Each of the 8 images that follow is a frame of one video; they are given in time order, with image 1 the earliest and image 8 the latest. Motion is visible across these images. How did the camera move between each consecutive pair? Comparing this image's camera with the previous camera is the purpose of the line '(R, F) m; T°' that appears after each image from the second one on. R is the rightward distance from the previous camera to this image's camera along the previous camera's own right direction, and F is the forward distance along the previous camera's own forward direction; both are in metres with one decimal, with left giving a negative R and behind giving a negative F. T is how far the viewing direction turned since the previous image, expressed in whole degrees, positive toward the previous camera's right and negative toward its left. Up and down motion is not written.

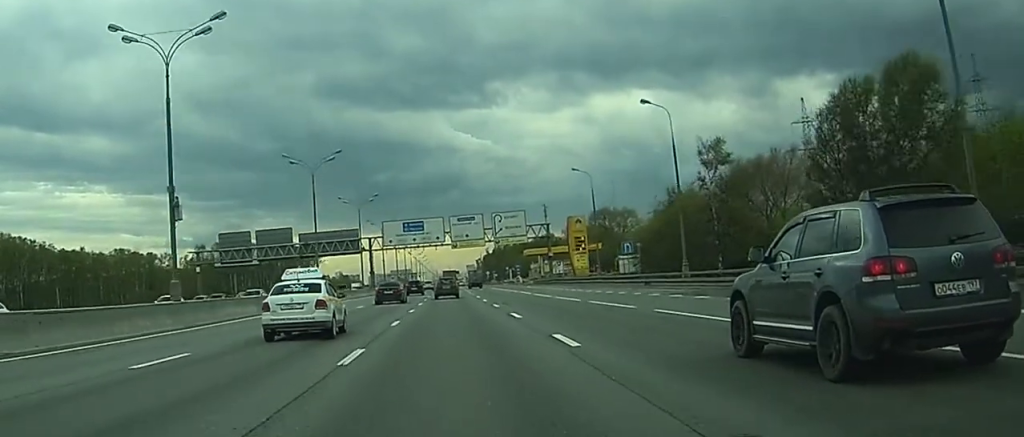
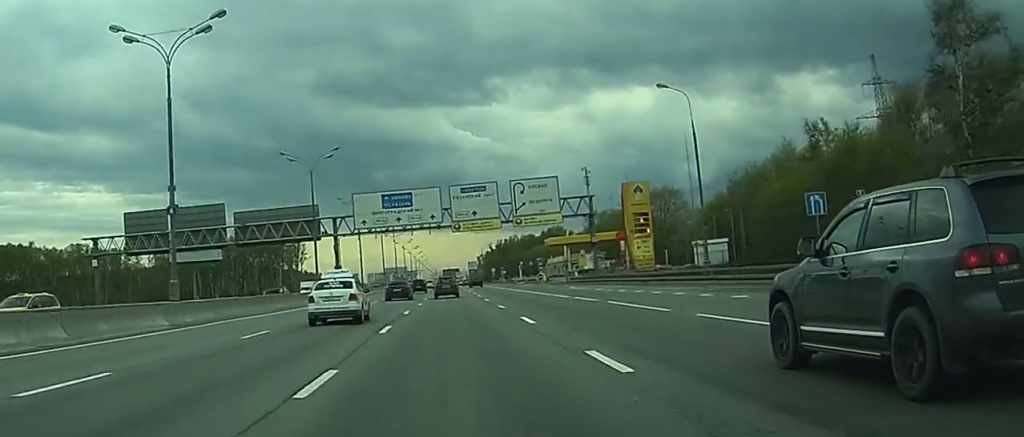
(+0.2, +40.0) m; +1°
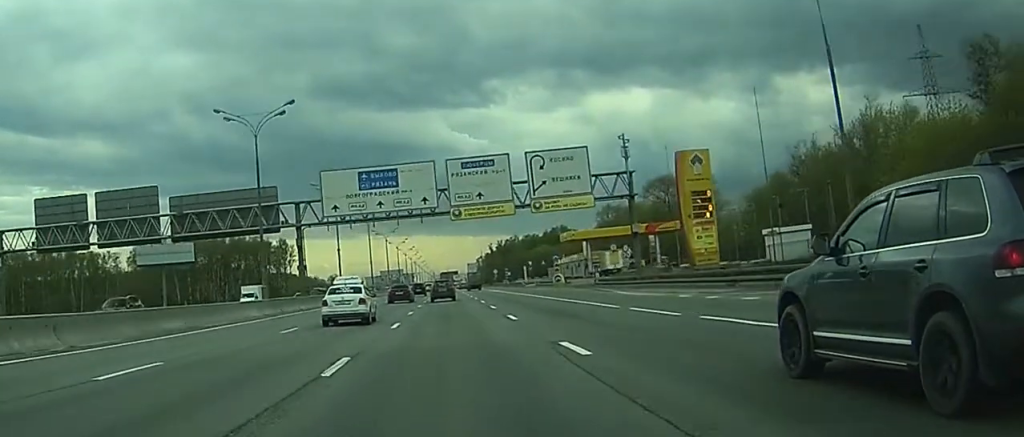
(0.0, +21.3) m; 0°
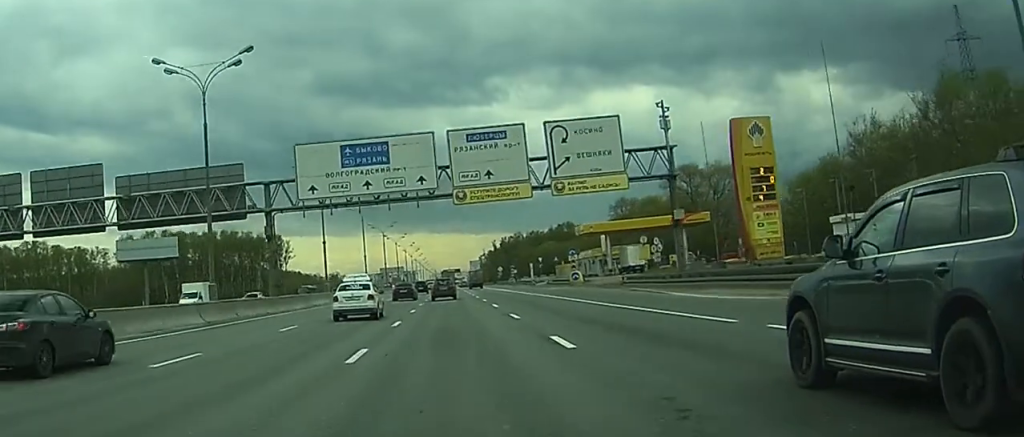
(0.0, +12.5) m; 0°
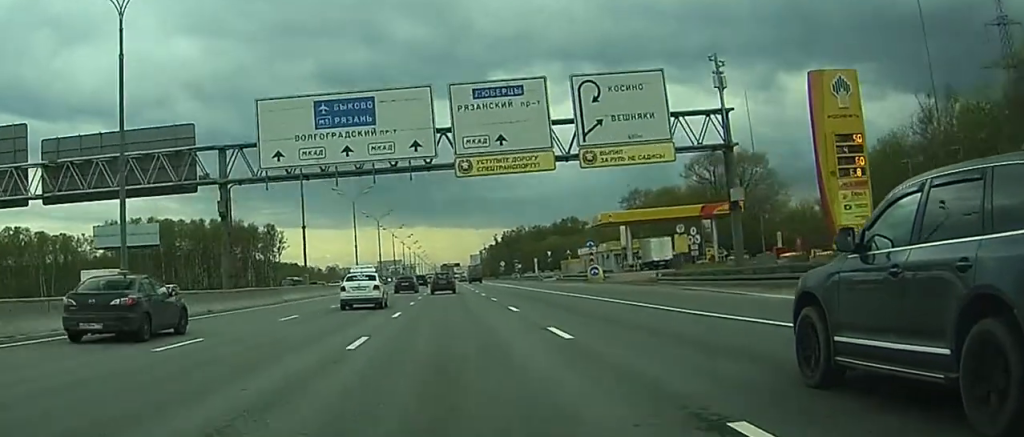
(0.0, +11.8) m; 0°
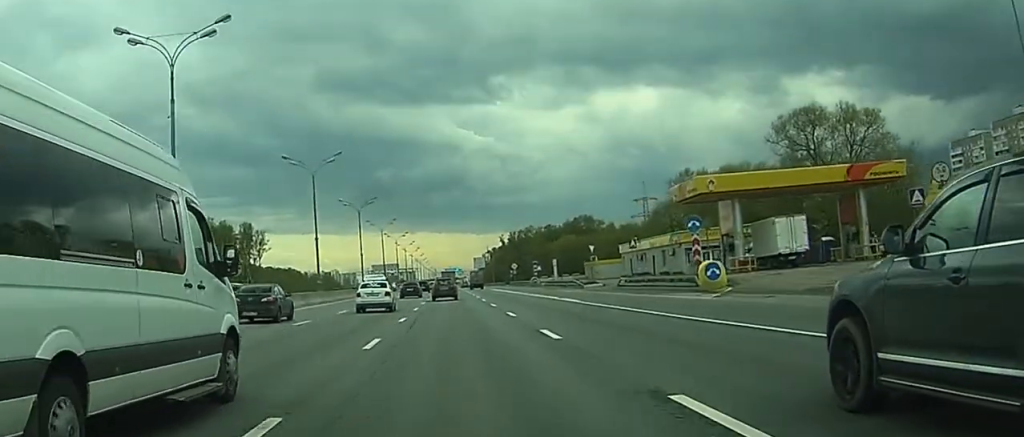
(+0.1, +34.1) m; 0°
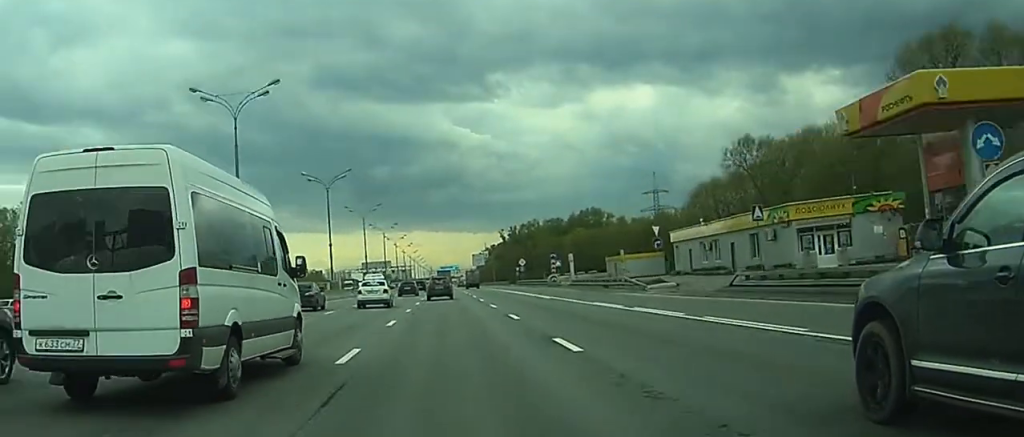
(-0.2, +27.5) m; -1°
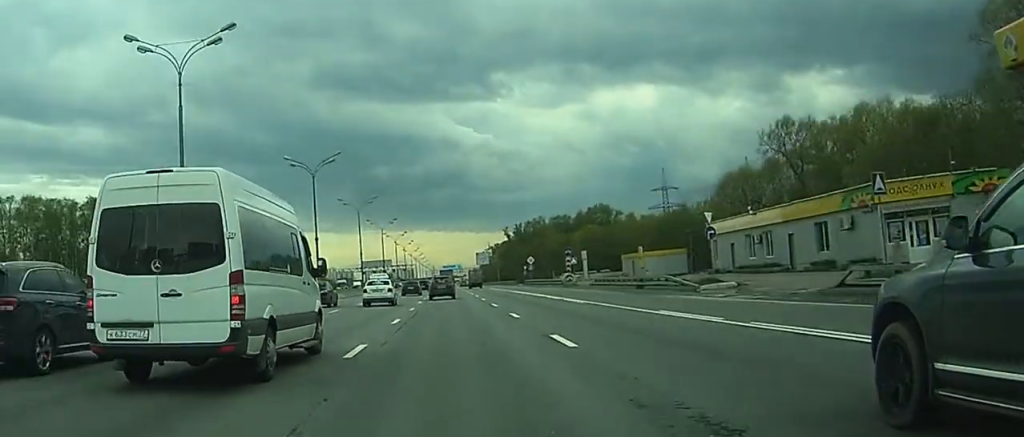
(0.0, +11.1) m; 0°
